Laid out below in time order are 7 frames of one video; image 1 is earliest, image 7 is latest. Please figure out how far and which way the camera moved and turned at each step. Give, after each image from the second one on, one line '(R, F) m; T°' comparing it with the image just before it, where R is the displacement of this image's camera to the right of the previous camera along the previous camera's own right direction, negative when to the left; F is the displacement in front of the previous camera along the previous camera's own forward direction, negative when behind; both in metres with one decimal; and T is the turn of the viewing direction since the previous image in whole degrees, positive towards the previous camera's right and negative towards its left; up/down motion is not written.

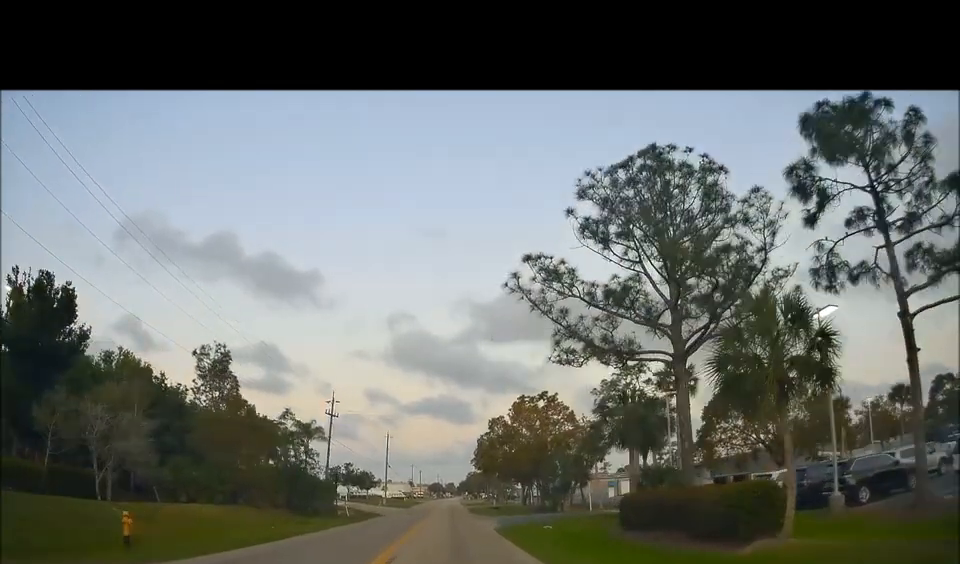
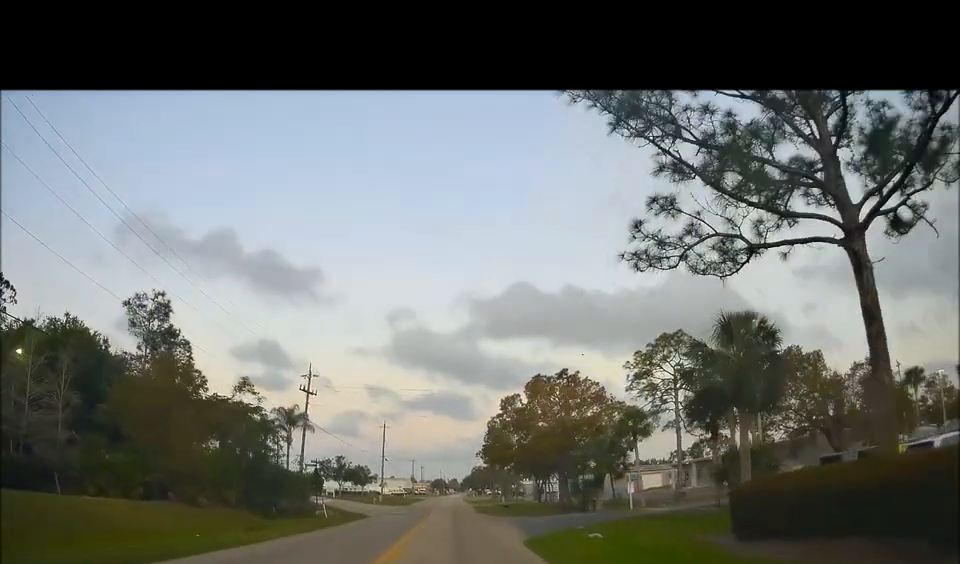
(+0.3, +8.9) m; +3°
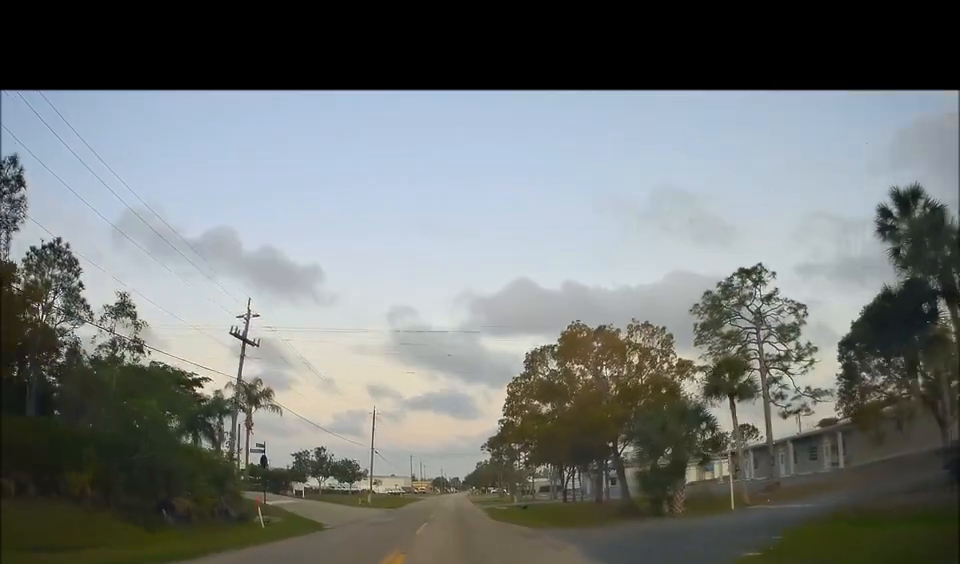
(+0.1, +11.6) m; 0°
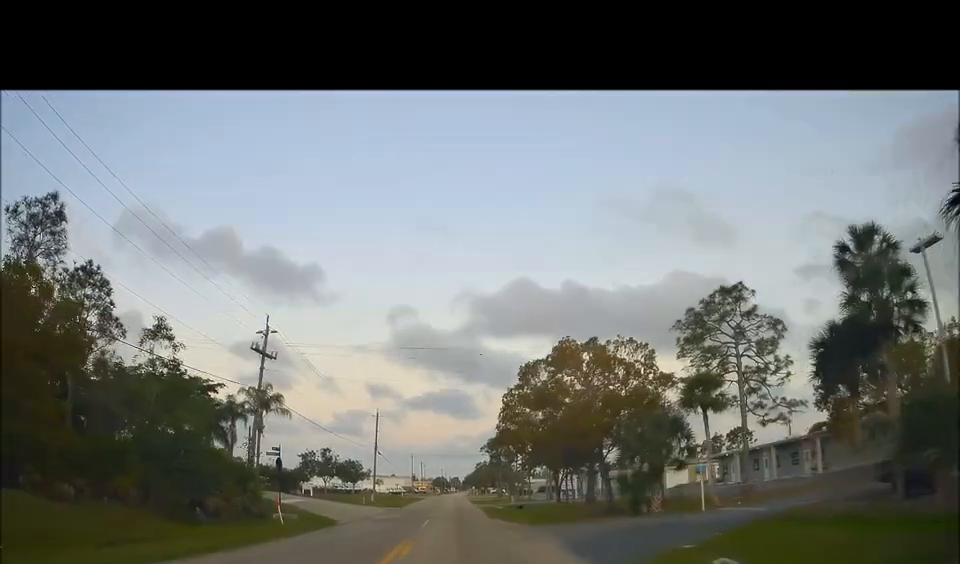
(0.0, +4.5) m; -1°
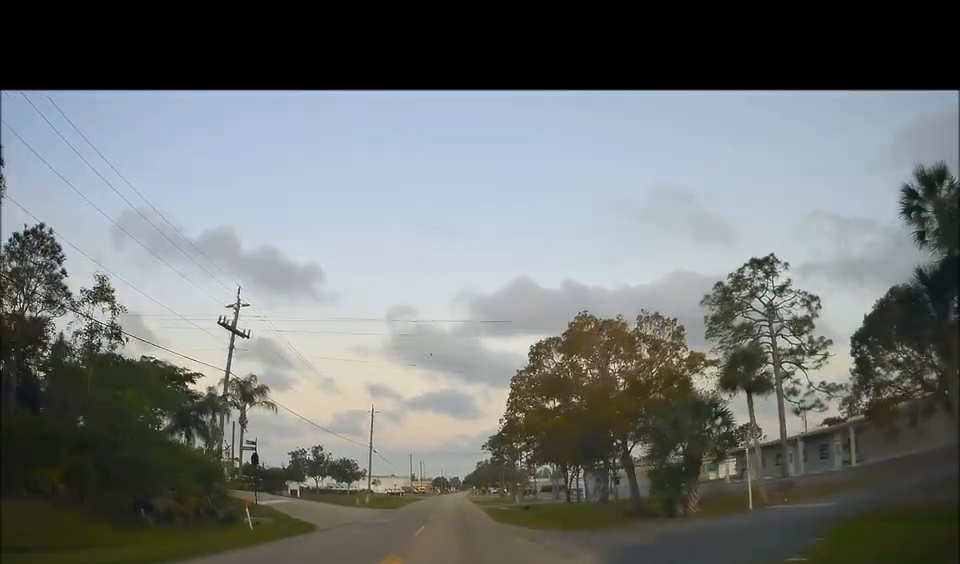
(0.0, +3.8) m; -1°
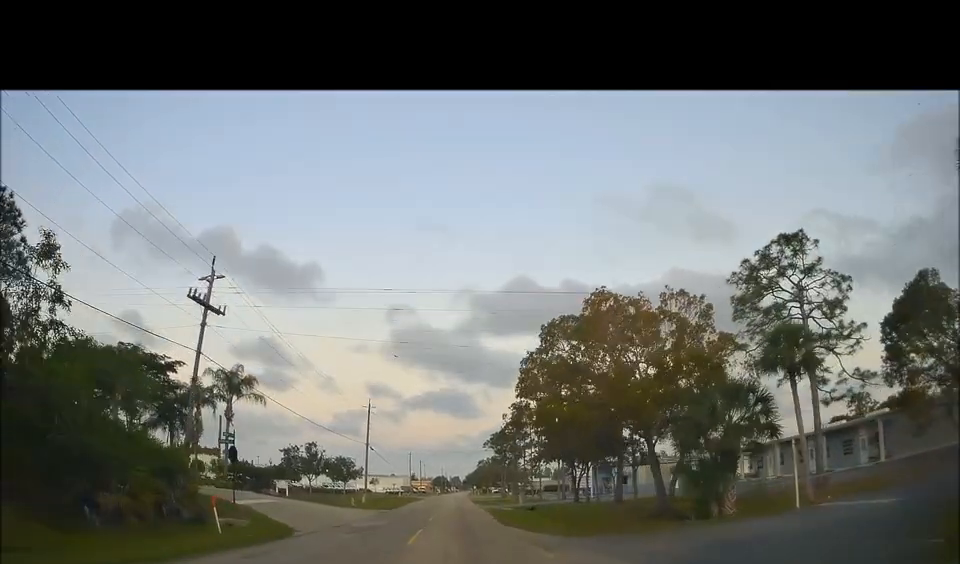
(0.0, +3.1) m; -1°
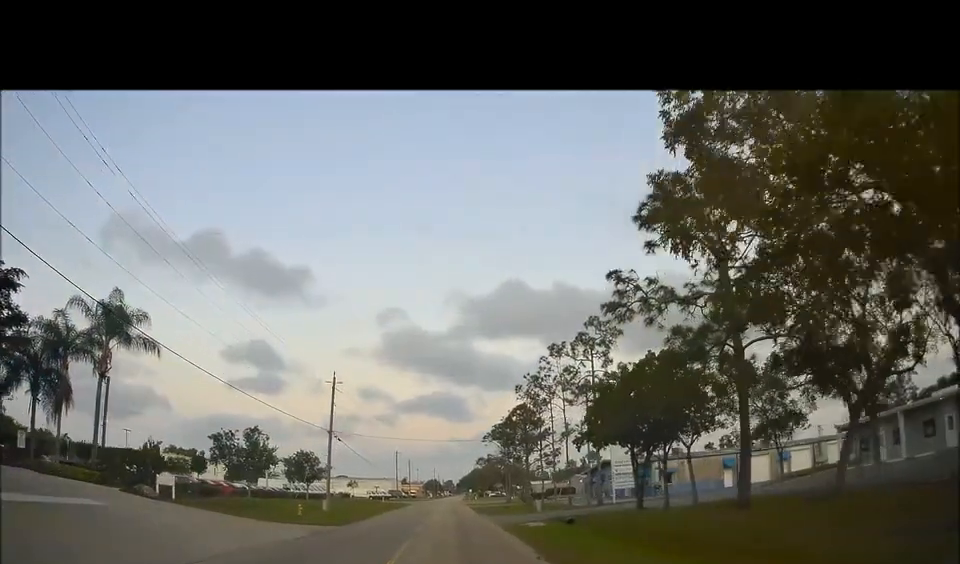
(-0.1, +17.2) m; +2°
